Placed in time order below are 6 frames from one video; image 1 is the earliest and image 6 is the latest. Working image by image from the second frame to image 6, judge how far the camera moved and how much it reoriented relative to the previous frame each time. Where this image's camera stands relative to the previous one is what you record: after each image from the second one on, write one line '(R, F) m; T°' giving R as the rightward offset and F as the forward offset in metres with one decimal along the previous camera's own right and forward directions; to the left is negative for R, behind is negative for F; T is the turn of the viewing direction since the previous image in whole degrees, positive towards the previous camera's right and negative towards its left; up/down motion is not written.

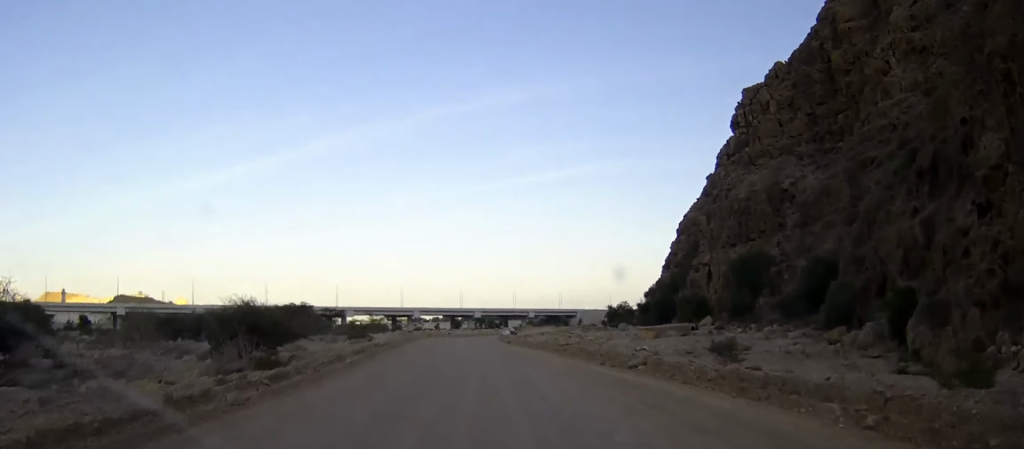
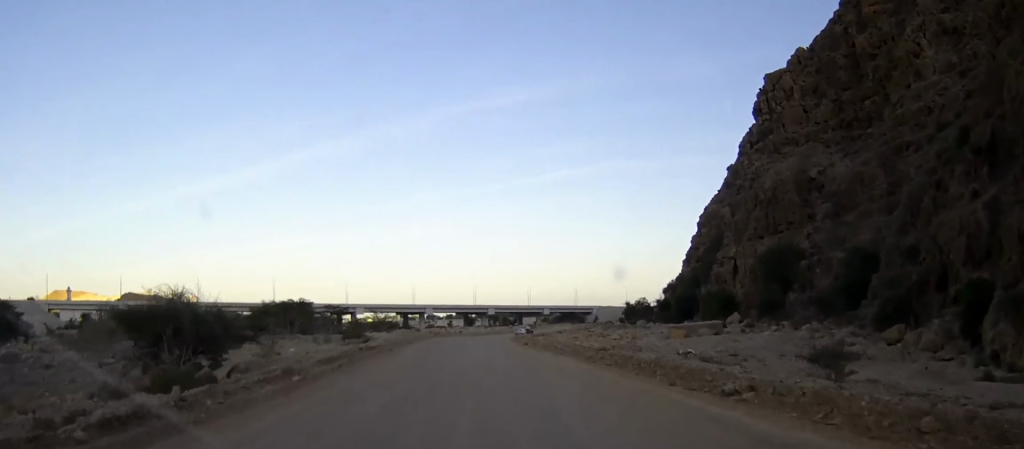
(-0.1, +8.2) m; -1°
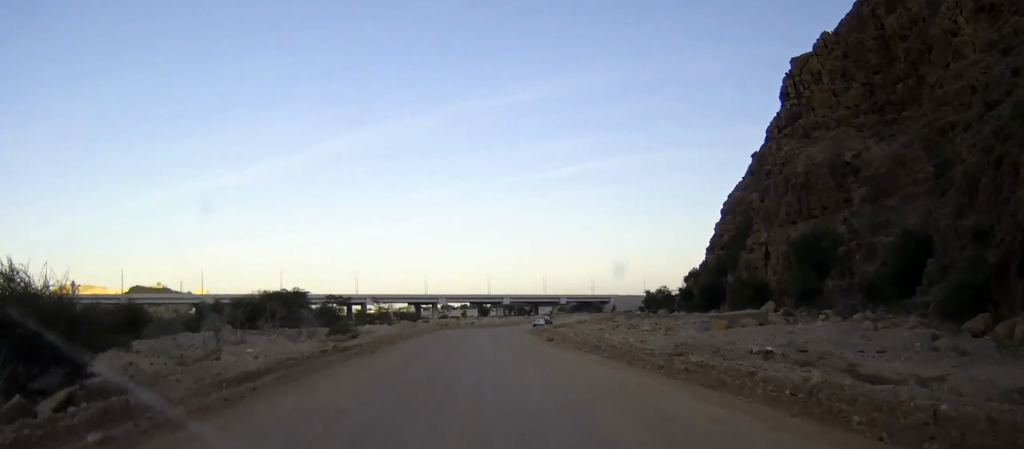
(-0.1, +9.3) m; -1°
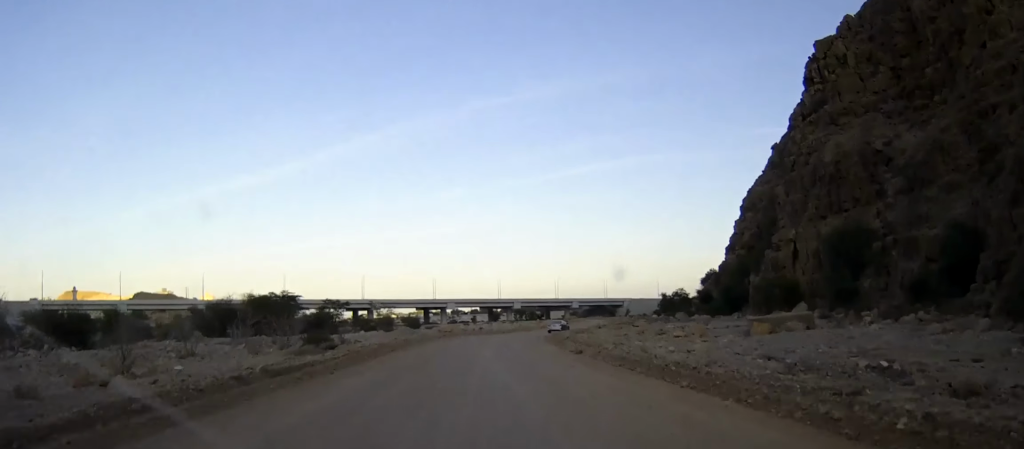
(-0.1, +8.0) m; -1°
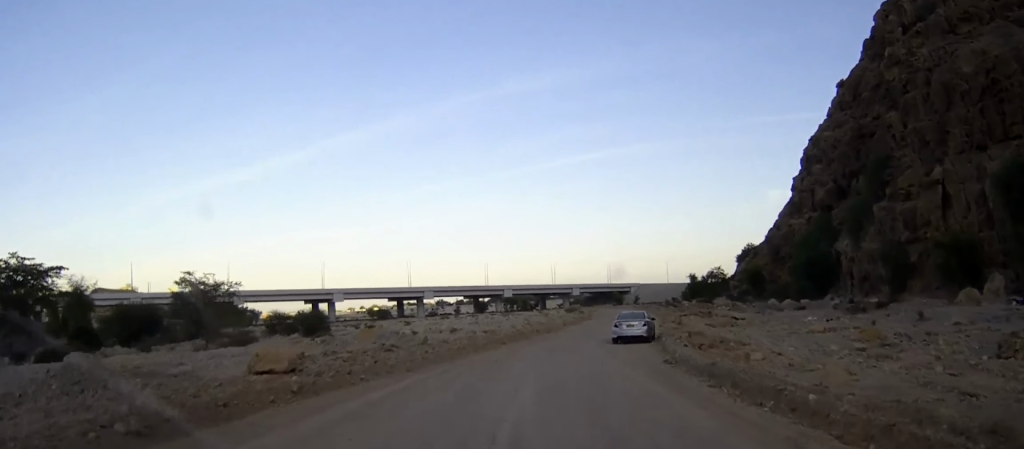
(-0.4, +47.4) m; +1°
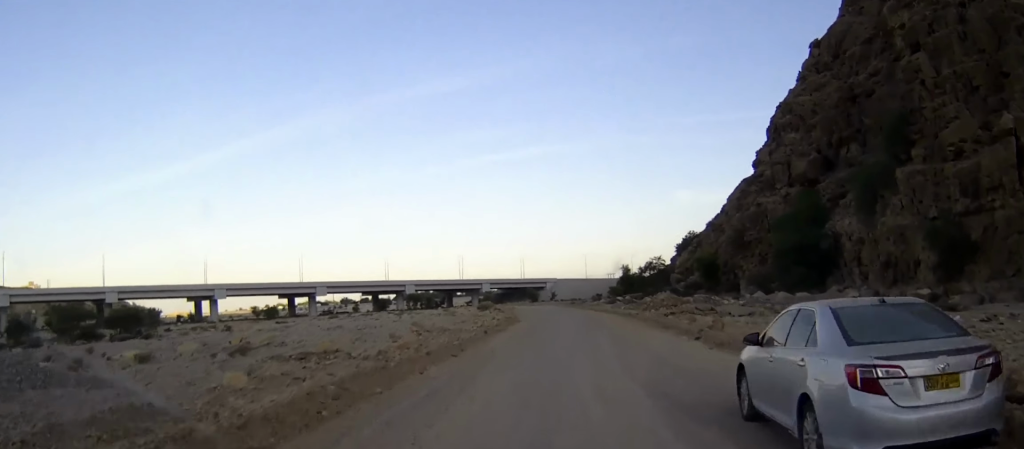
(+1.5, +28.4) m; +7°
